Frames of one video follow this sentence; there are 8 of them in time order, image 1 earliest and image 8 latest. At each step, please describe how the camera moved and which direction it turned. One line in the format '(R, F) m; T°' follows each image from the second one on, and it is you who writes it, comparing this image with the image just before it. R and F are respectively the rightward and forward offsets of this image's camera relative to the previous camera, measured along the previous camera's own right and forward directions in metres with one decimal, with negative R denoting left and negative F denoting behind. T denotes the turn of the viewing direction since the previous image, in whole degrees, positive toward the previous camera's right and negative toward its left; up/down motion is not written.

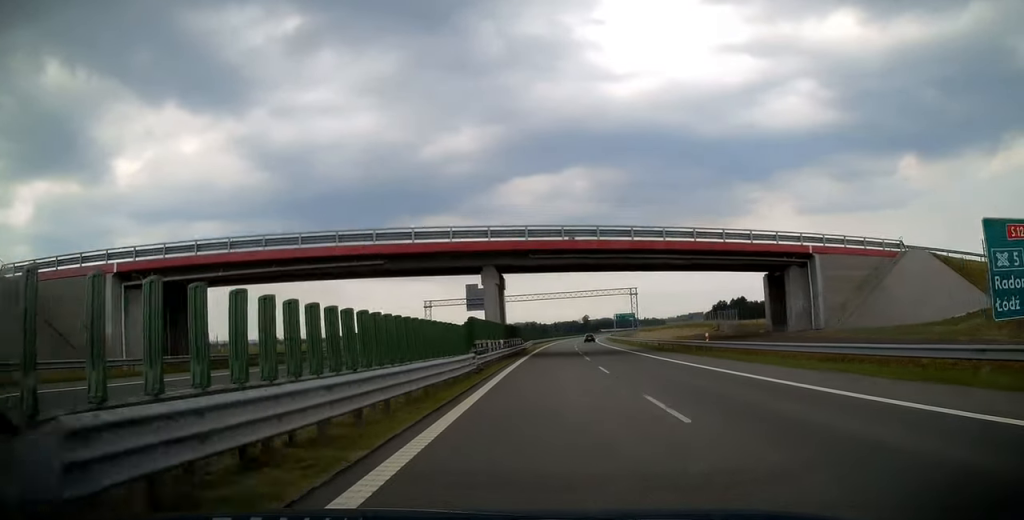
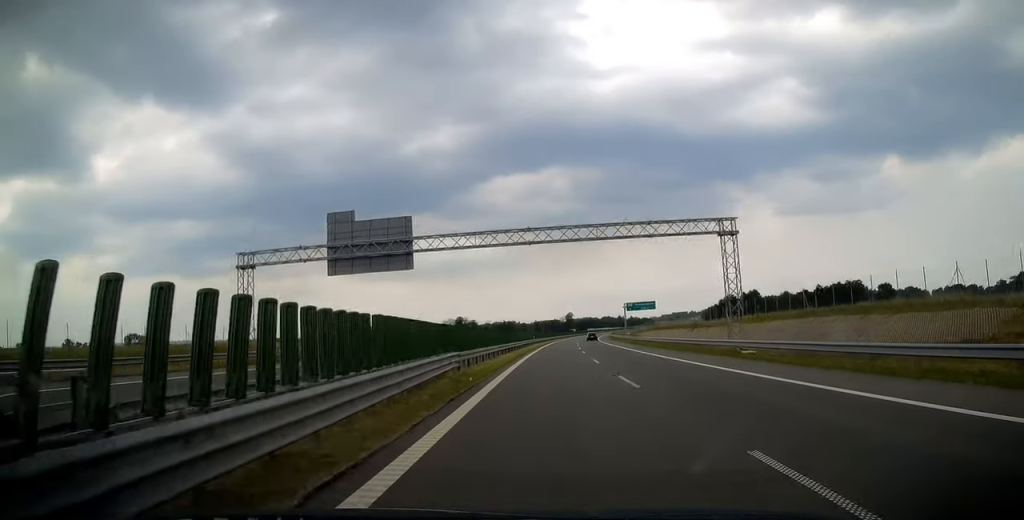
(+1.2, +54.1) m; +2°
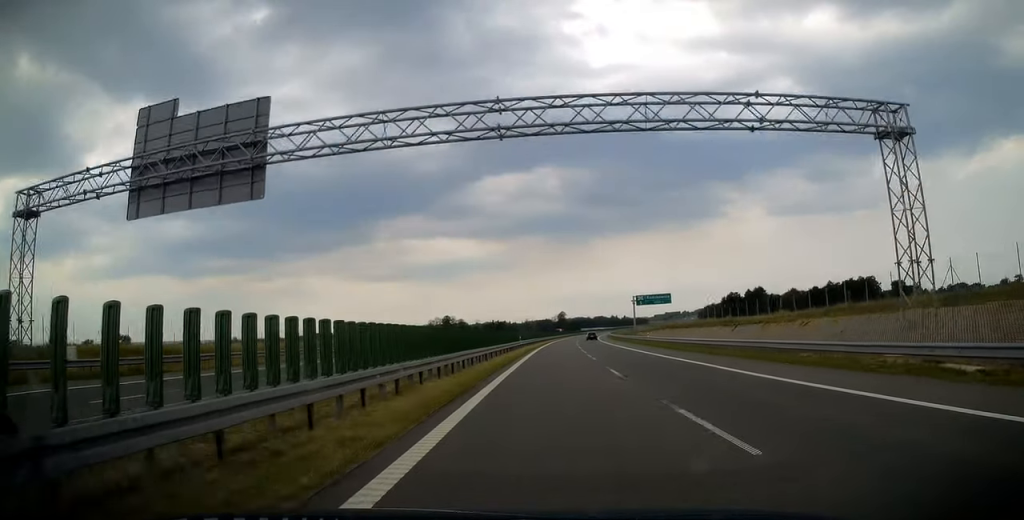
(+0.2, +20.2) m; +1°
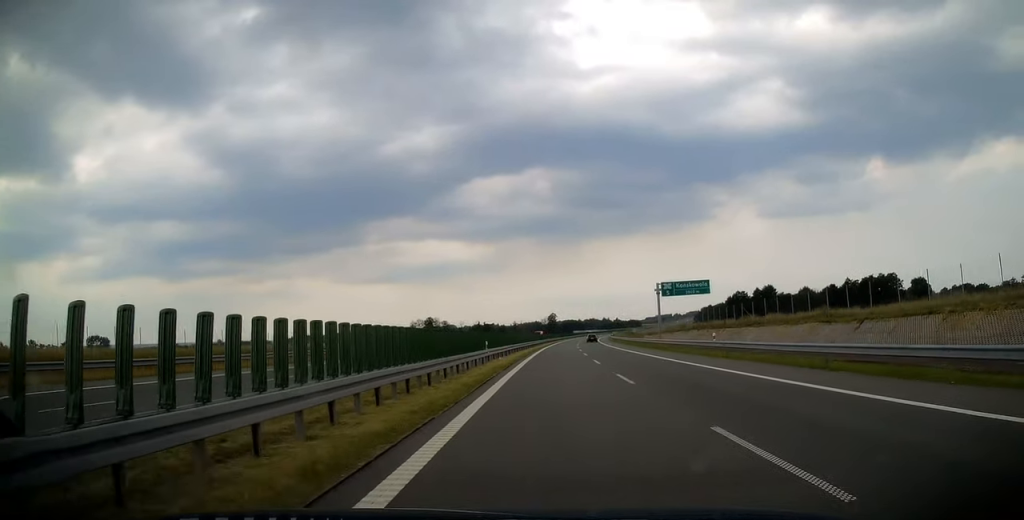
(+0.2, +25.8) m; +1°
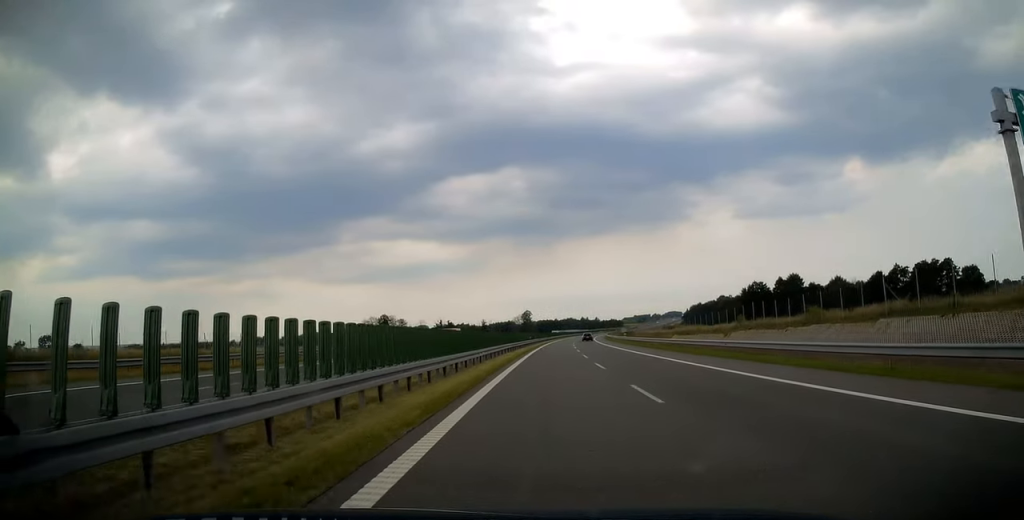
(+0.7, +52.8) m; +2°
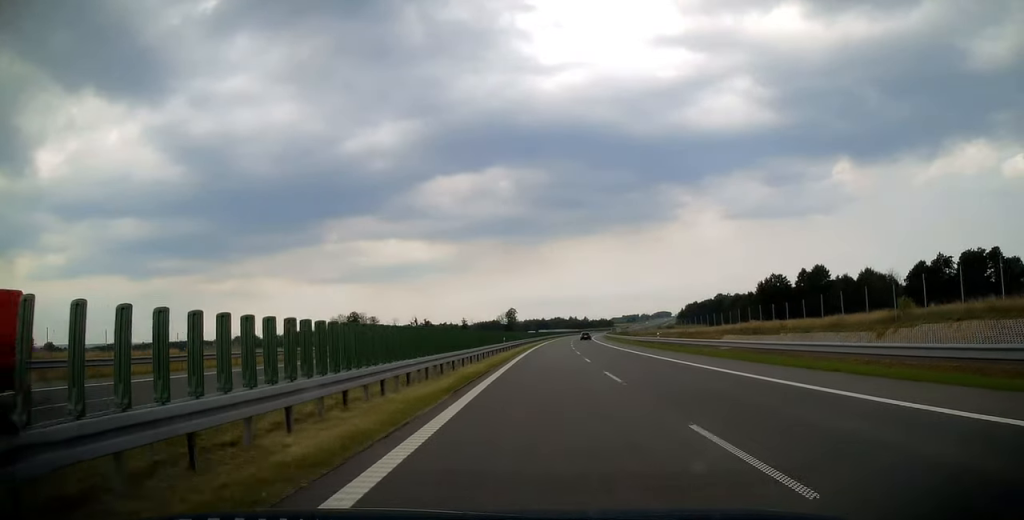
(+0.6, +30.7) m; +1°
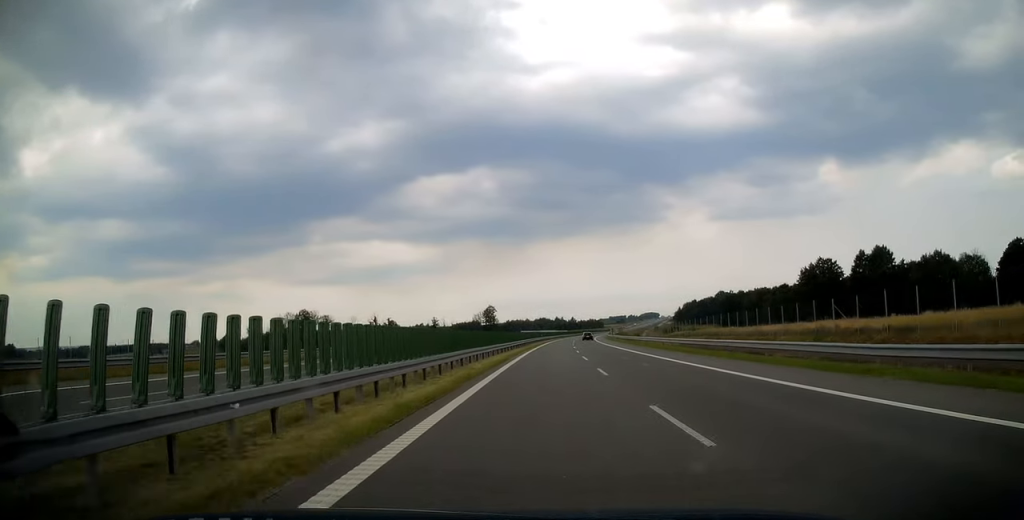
(+0.4, +45.4) m; +1°
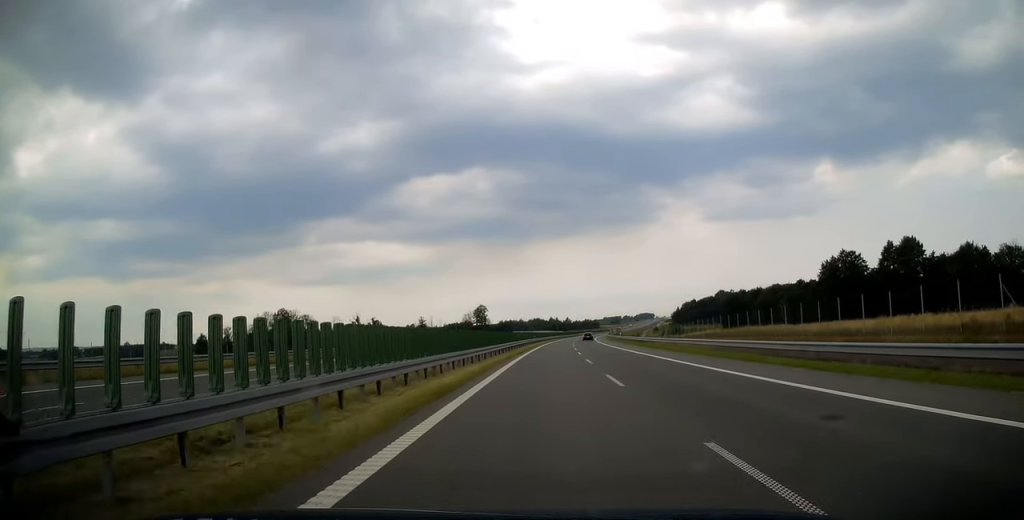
(+0.2, +15.7) m; +1°
